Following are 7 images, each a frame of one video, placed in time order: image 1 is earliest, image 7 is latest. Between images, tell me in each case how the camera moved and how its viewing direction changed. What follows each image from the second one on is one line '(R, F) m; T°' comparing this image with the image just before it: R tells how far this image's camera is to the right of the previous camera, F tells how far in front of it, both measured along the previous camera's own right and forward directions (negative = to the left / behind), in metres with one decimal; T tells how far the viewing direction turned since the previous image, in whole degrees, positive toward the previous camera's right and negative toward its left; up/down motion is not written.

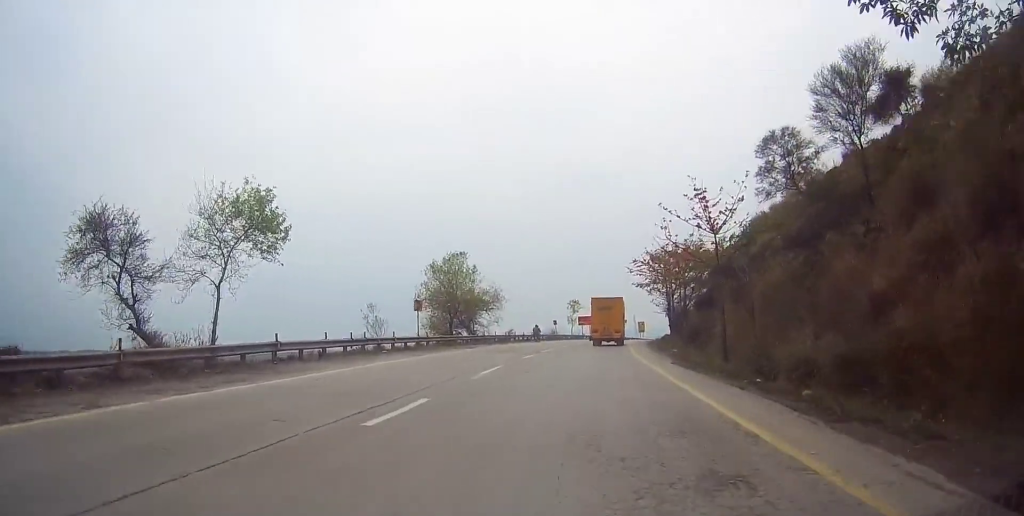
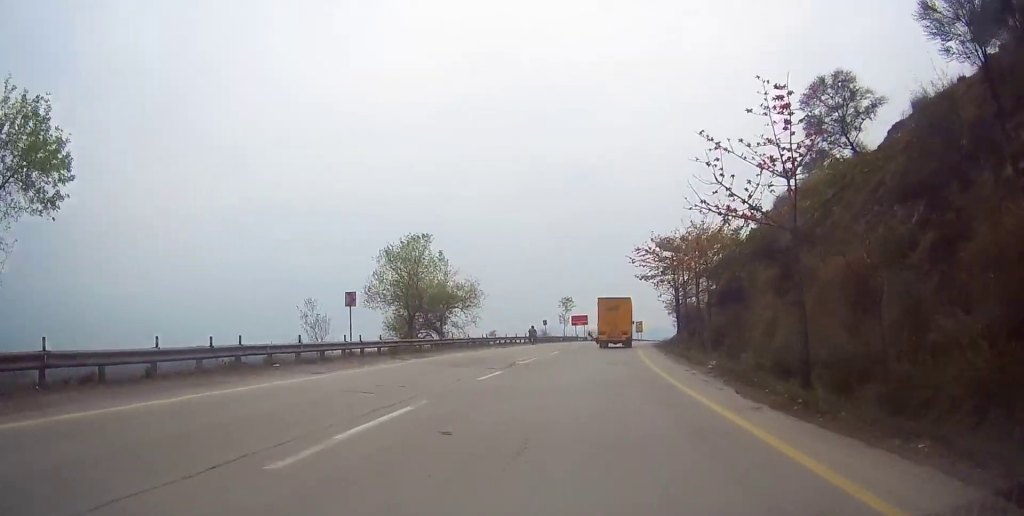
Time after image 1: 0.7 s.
(0.0, +10.2) m; +1°
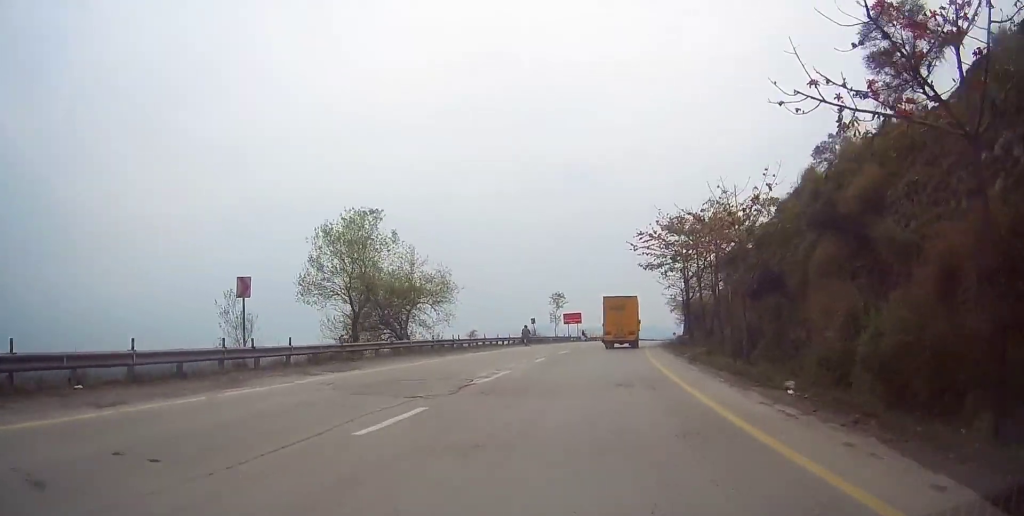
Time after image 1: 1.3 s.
(+0.1, +8.7) m; 0°
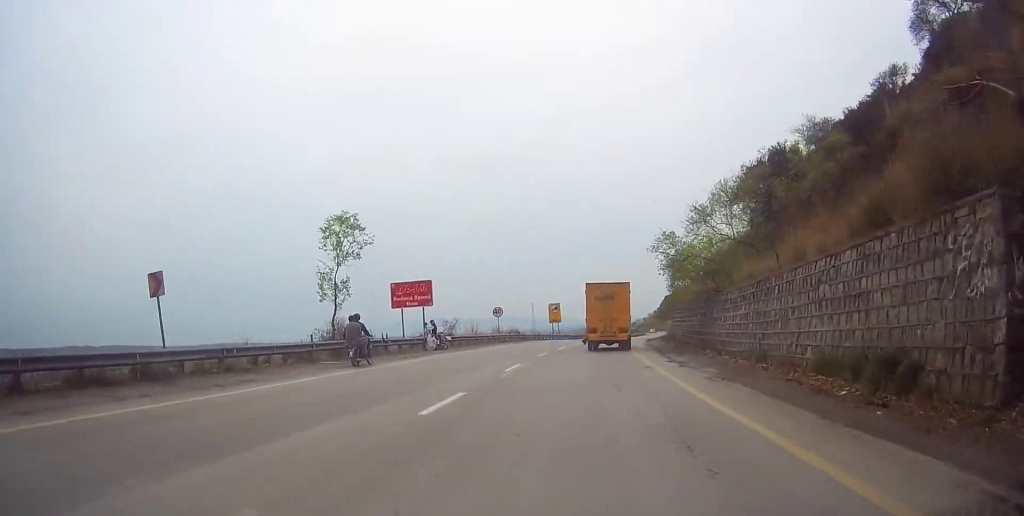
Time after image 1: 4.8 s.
(+3.3, +52.4) m; +9°
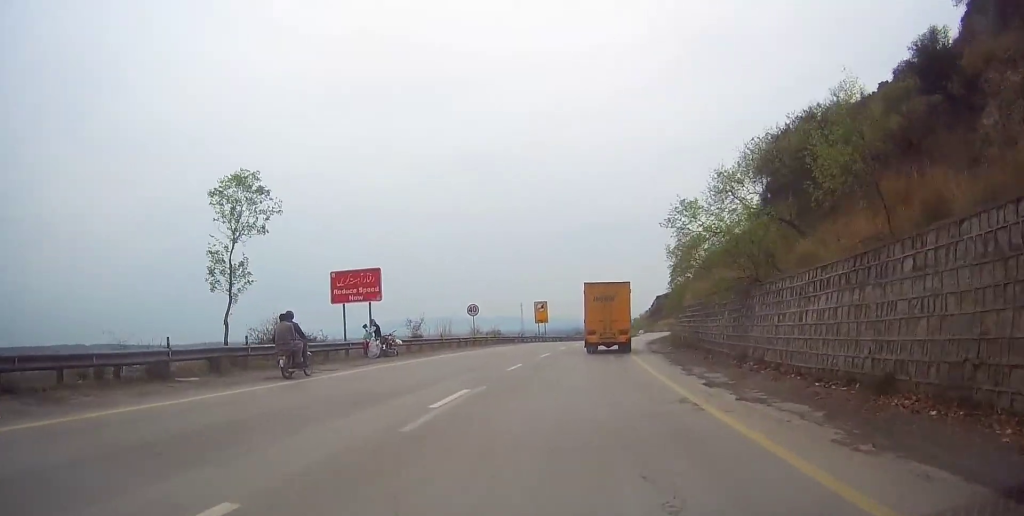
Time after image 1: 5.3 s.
(+0.1, +8.3) m; 0°
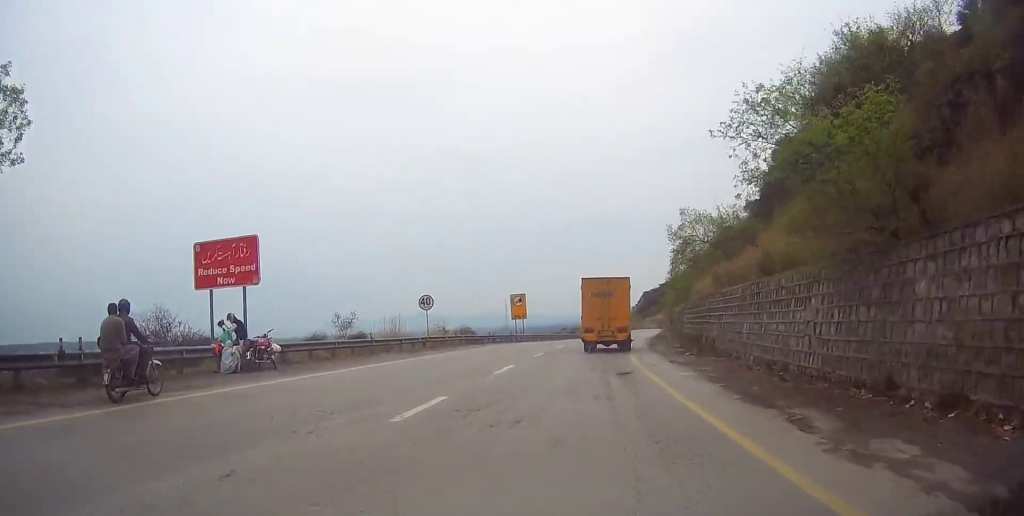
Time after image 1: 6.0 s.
(+0.1, +10.8) m; 0°
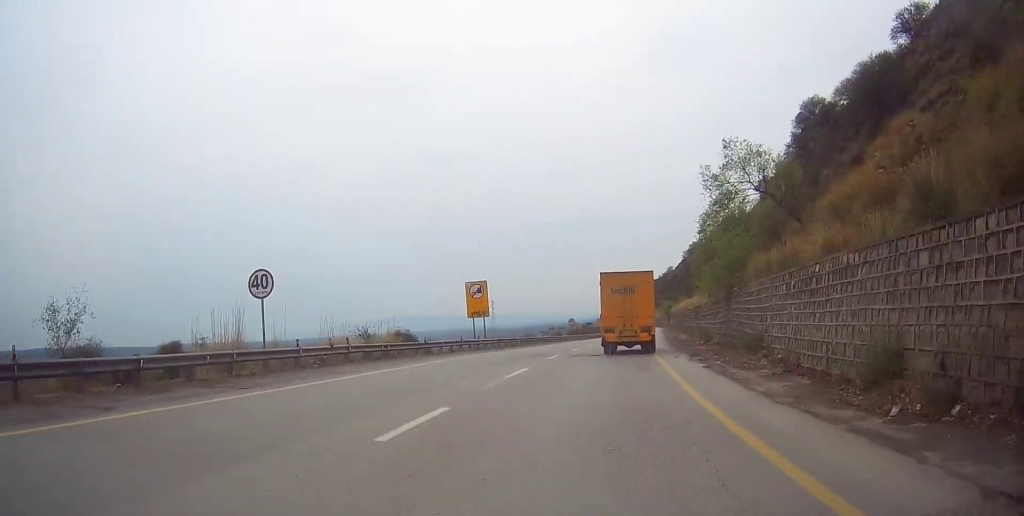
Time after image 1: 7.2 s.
(0.0, +19.5) m; +1°
